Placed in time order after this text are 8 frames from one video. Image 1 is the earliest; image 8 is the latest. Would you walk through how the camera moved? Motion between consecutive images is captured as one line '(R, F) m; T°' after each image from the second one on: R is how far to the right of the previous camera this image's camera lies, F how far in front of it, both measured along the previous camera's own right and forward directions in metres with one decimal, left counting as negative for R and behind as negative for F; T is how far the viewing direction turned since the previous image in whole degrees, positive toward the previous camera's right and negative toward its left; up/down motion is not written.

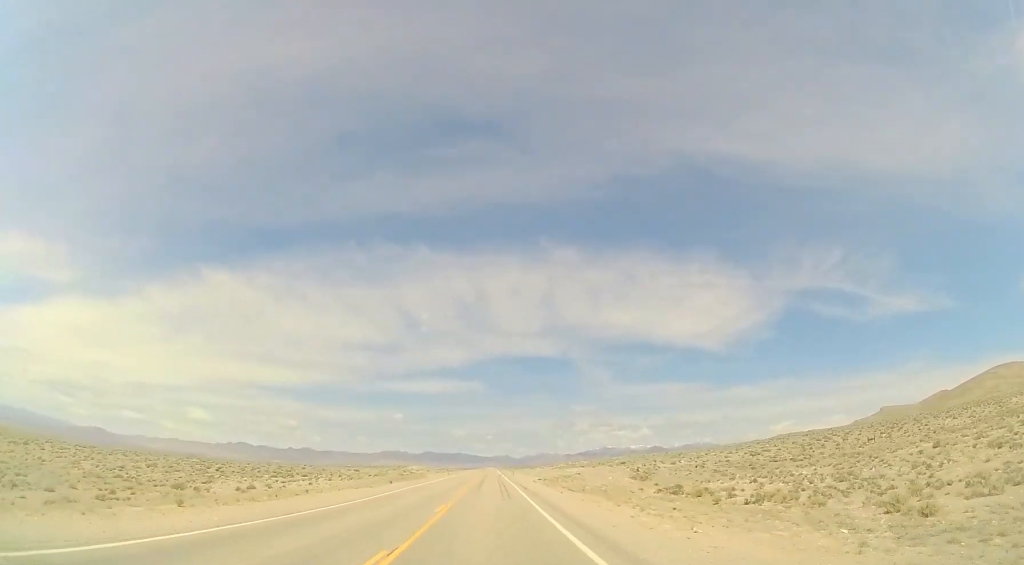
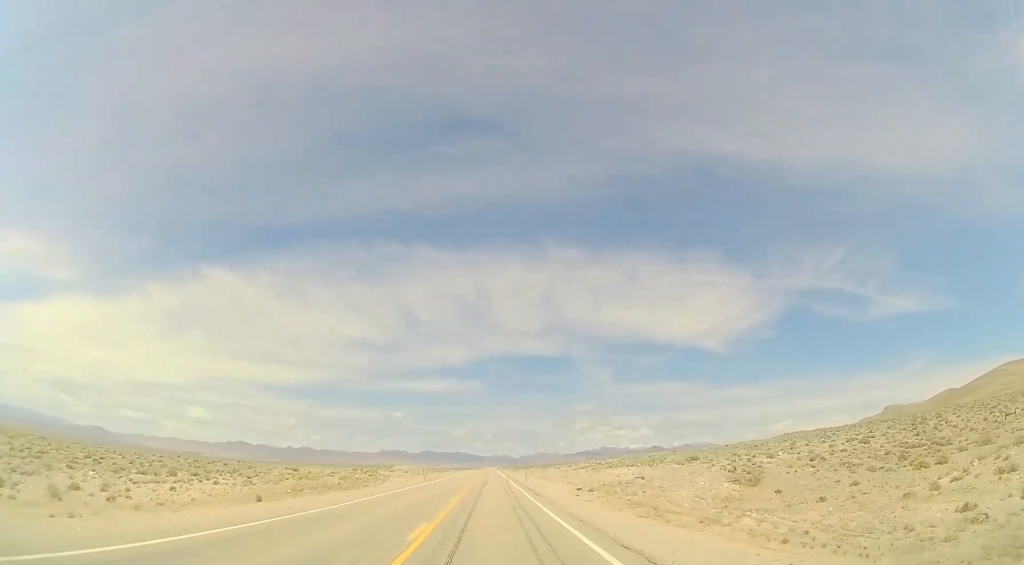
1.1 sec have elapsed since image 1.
(-0.4, +31.6) m; +1°
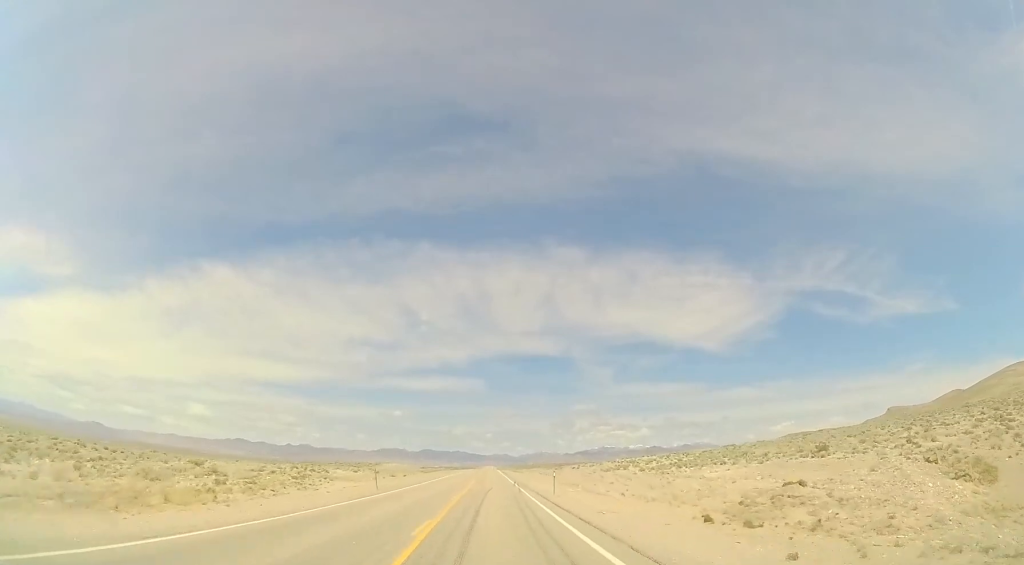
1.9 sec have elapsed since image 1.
(+0.8, +24.0) m; +1°
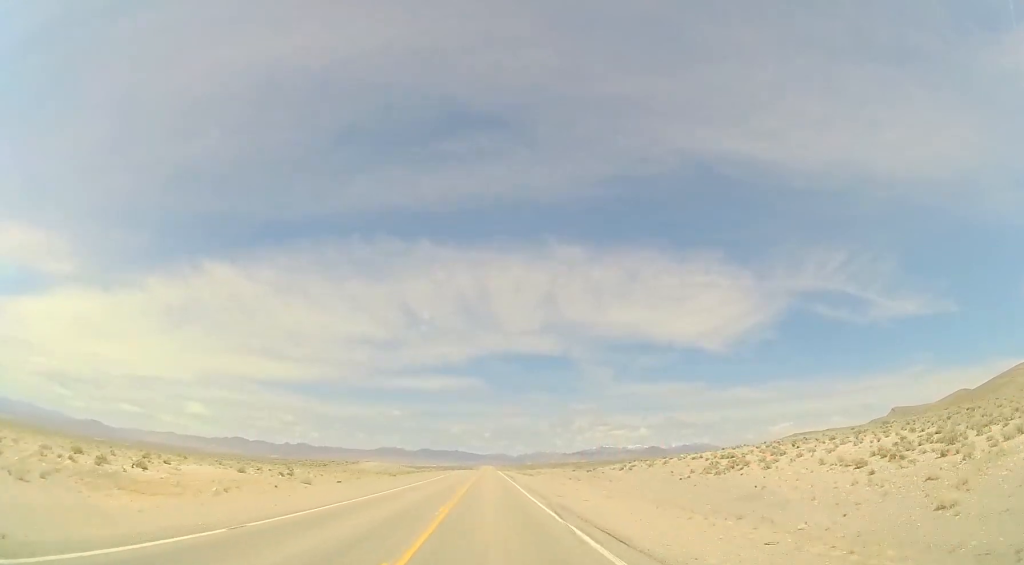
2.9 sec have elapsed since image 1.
(+0.1, +31.4) m; 0°
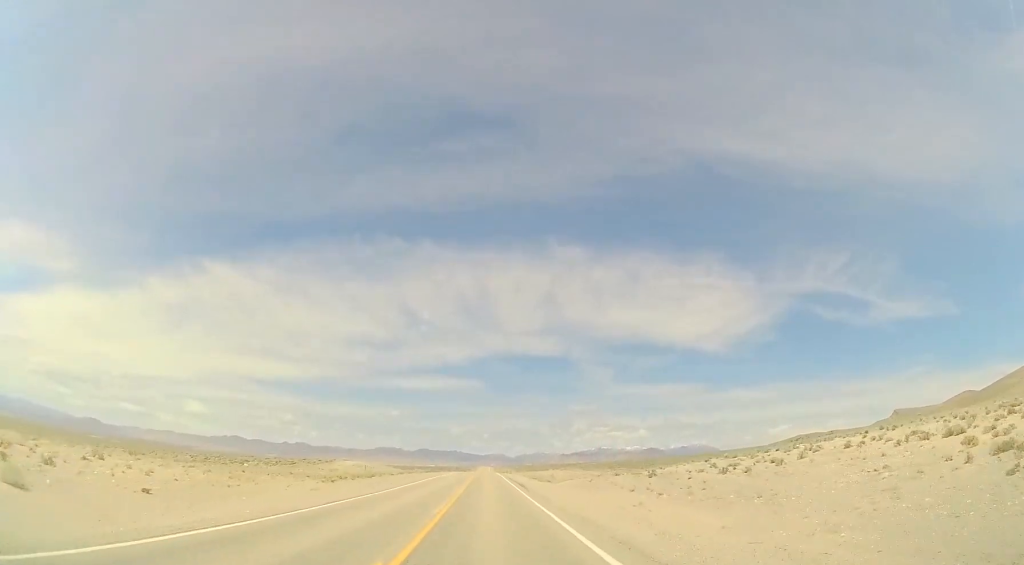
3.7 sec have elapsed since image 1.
(-0.1, +24.4) m; 0°
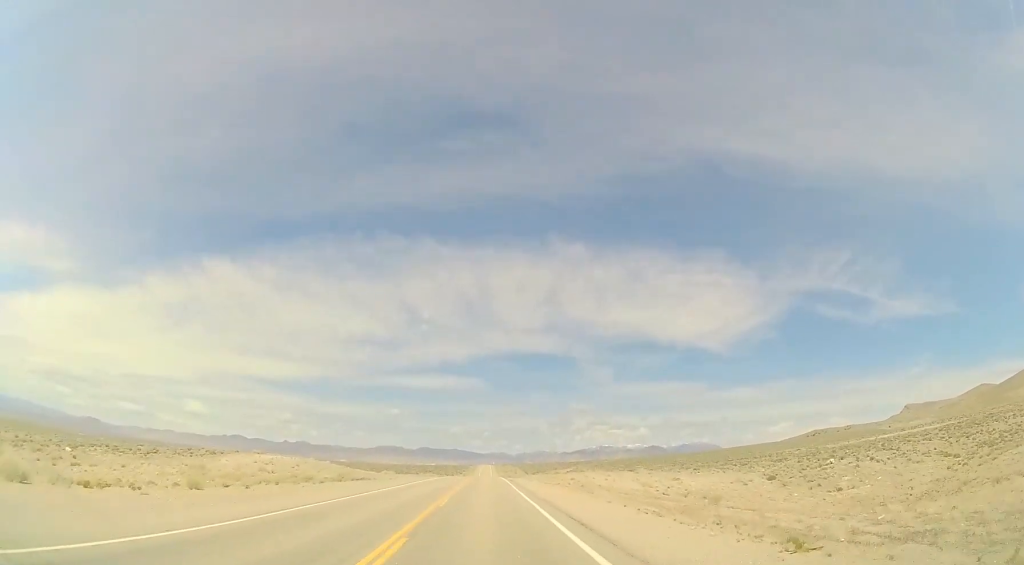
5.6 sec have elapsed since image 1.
(+0.3, +58.3) m; 0°
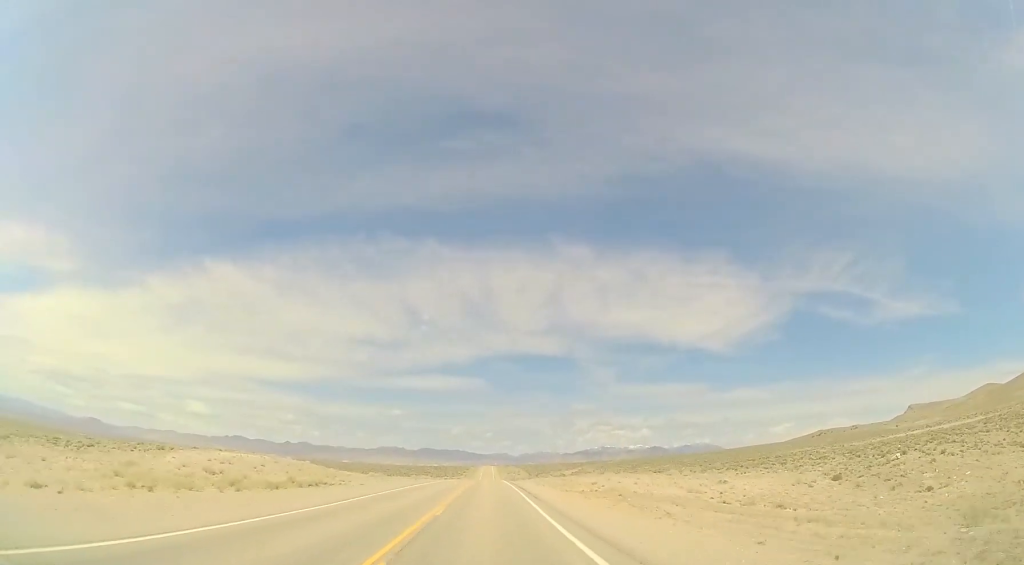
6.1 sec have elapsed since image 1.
(+0.2, +14.4) m; -1°
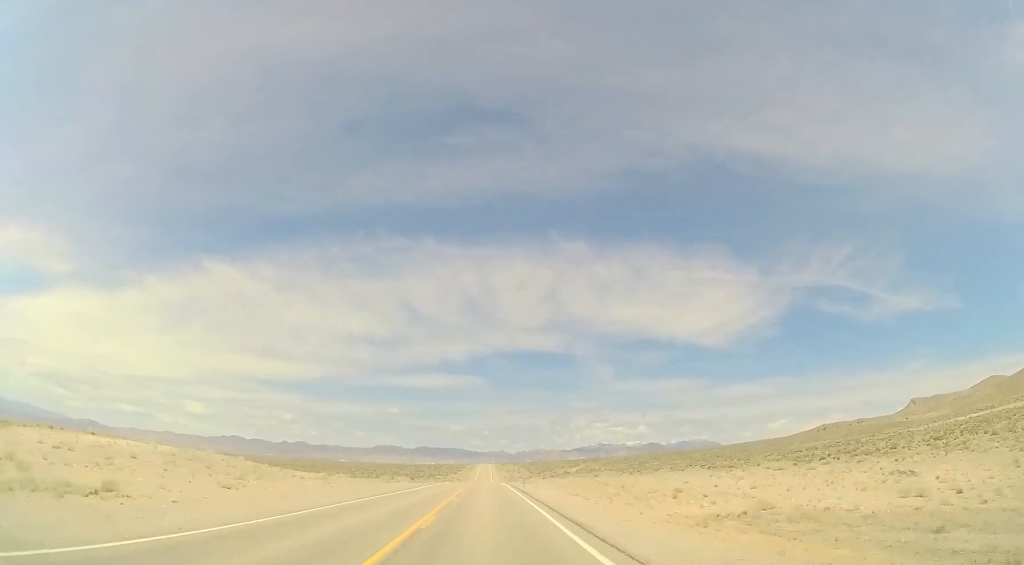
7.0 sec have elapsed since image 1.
(-0.6, +28.8) m; 0°
